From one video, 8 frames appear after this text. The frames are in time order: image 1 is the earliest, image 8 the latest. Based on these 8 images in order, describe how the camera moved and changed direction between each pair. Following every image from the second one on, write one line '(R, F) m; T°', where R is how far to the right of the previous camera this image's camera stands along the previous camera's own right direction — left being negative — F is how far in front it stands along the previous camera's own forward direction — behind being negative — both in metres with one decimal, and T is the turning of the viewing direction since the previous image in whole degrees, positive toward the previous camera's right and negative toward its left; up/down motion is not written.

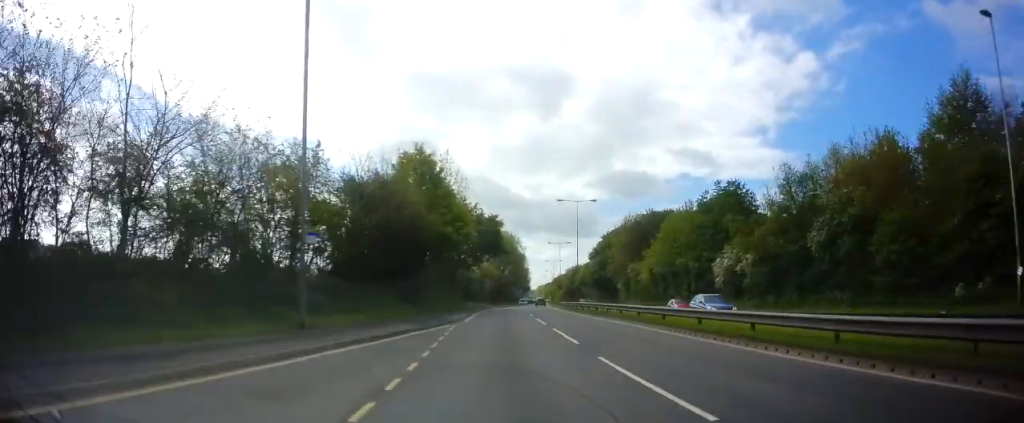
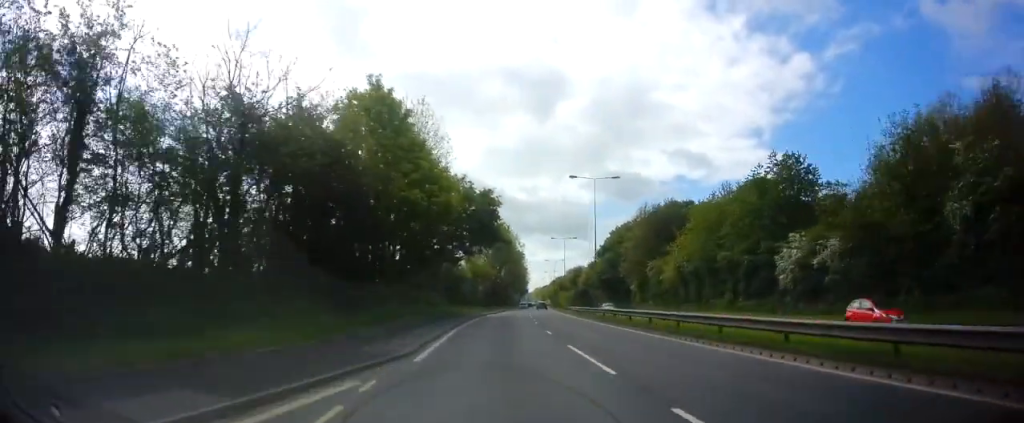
(0.0, +14.2) m; +2°
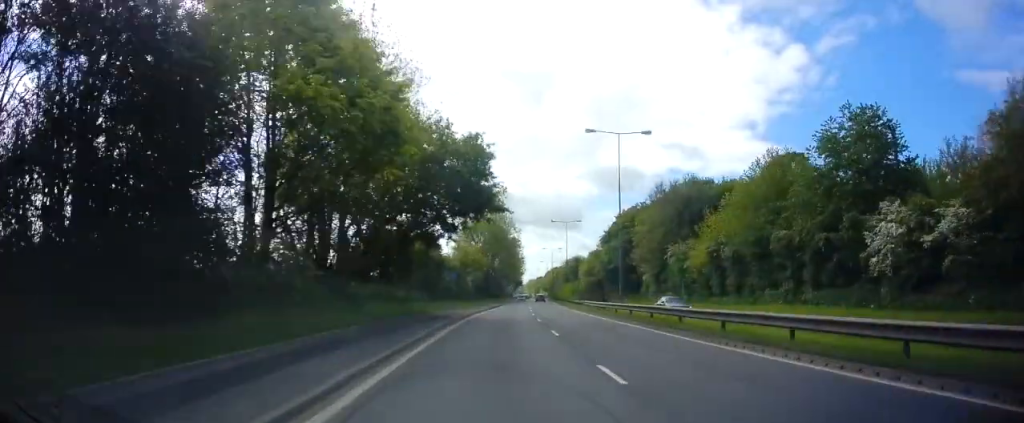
(+0.3, +12.4) m; +1°
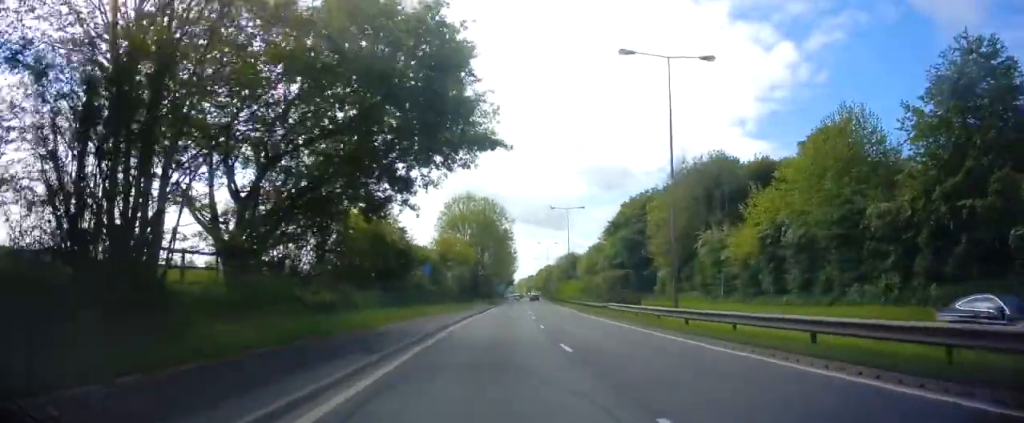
(+0.1, +13.2) m; 0°
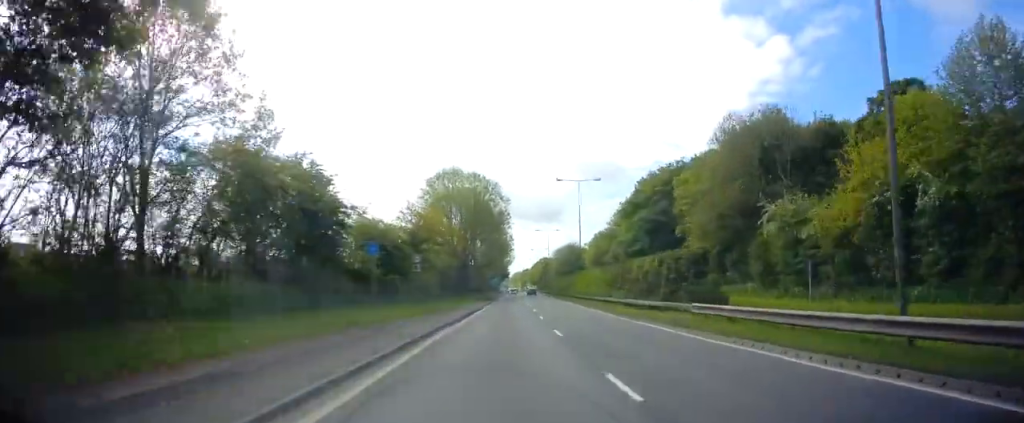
(-0.1, +15.2) m; 0°
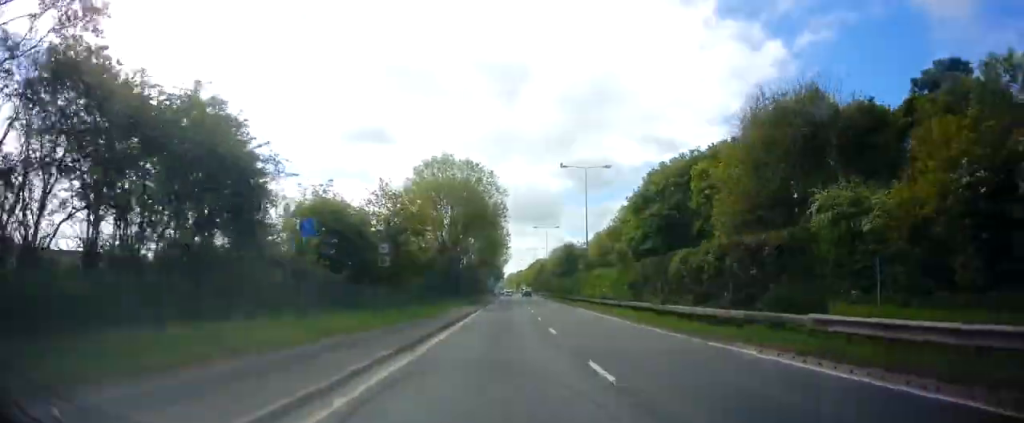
(+0.1, +7.5) m; +1°
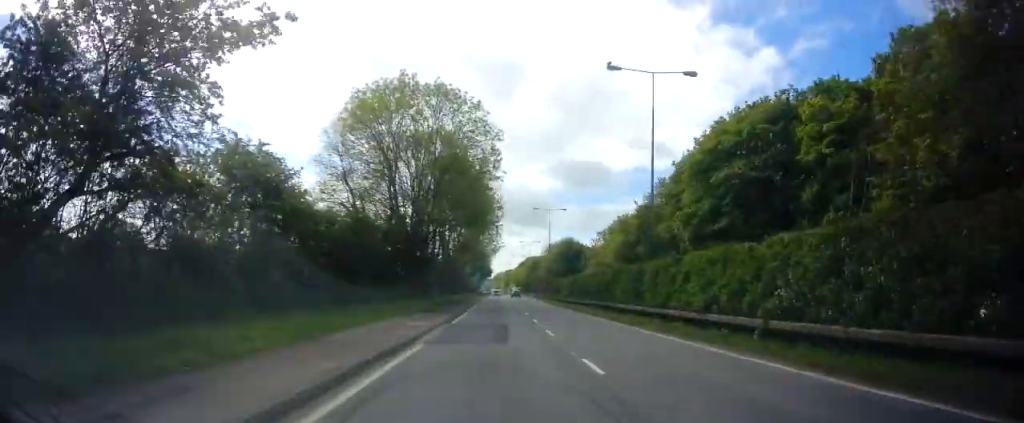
(+0.3, +24.7) m; +1°
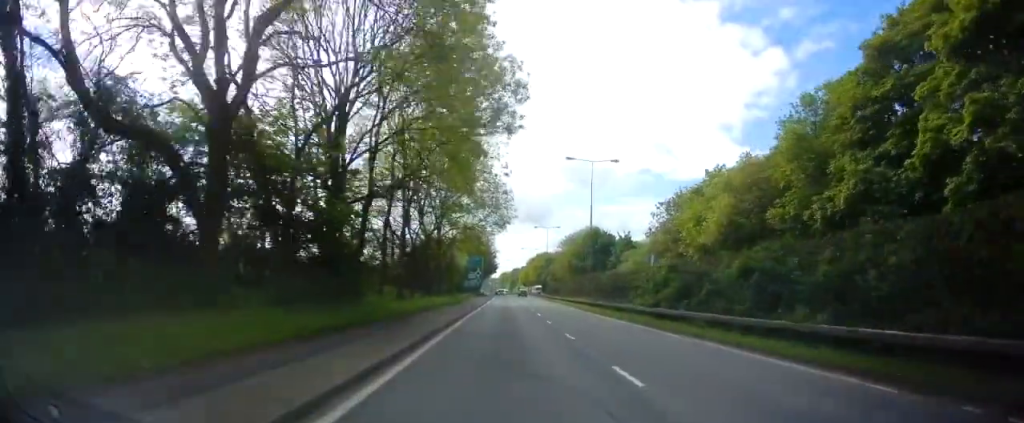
(+0.4, +29.5) m; +1°
